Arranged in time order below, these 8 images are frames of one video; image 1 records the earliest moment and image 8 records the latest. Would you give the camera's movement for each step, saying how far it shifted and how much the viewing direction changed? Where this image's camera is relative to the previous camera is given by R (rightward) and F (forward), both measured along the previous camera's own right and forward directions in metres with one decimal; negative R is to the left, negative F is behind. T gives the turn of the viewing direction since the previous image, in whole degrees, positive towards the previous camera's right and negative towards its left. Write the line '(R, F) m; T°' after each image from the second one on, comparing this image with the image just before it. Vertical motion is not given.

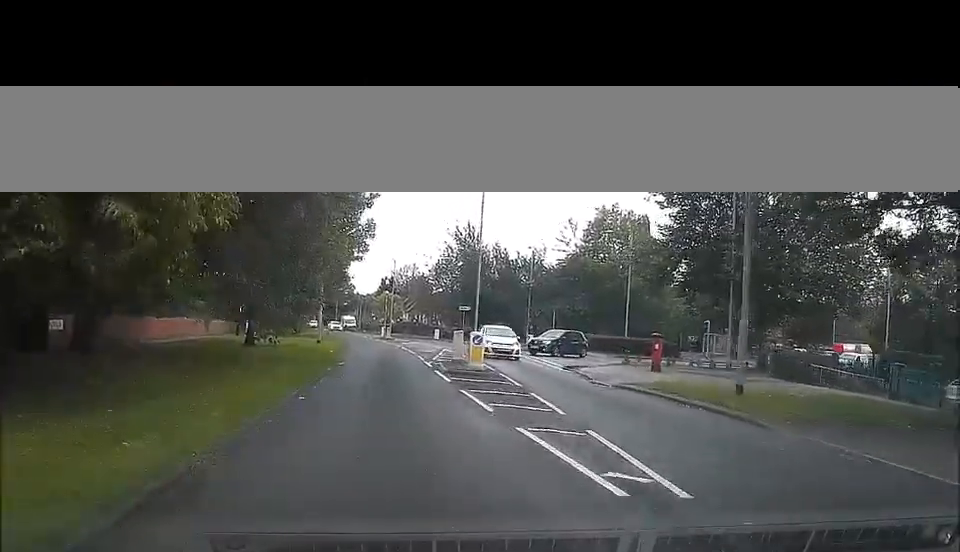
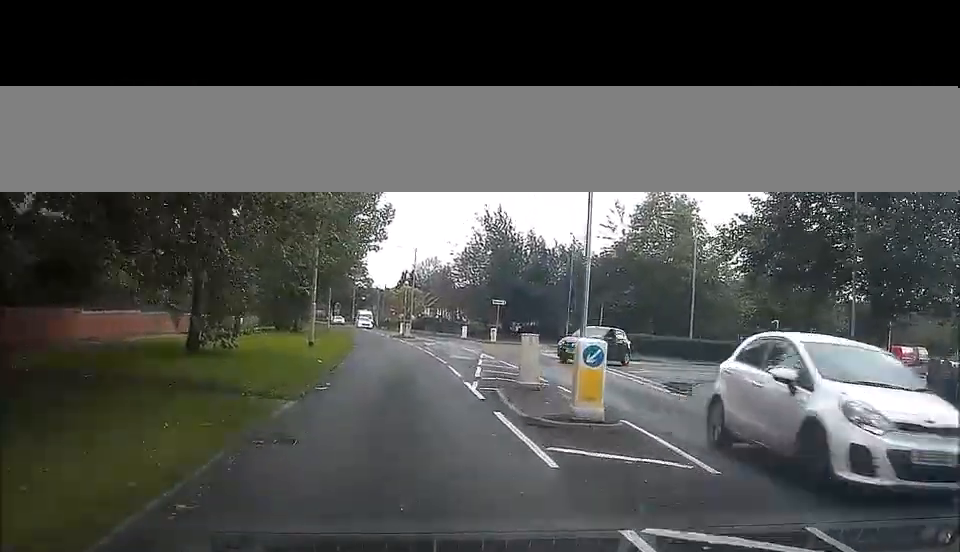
(-0.1, +10.7) m; 0°
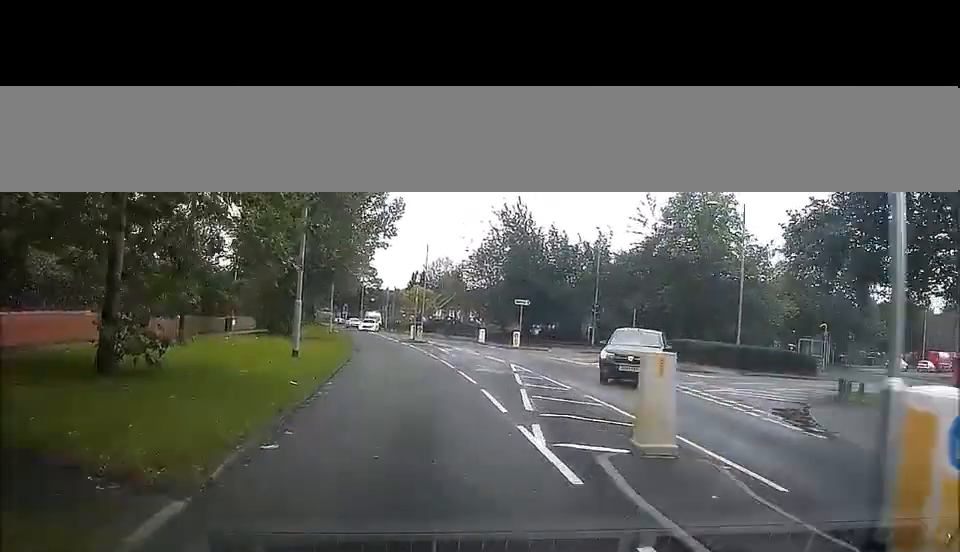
(0.0, +6.6) m; -1°
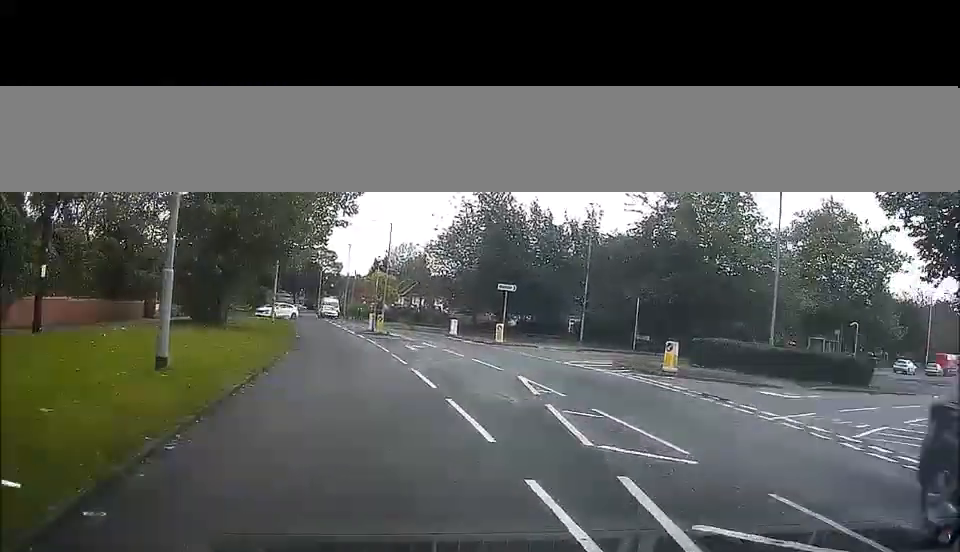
(-0.3, +9.9) m; -2°
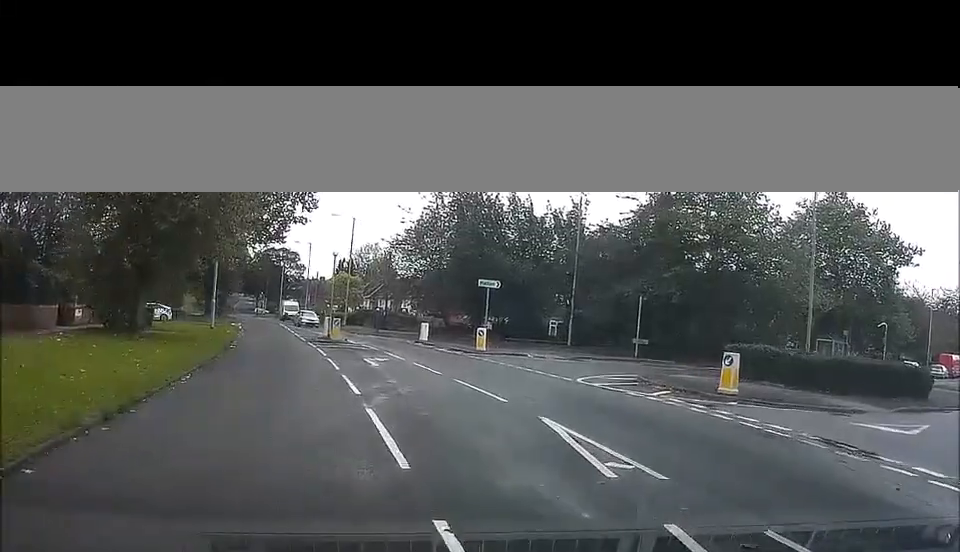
(+0.2, +7.5) m; +3°
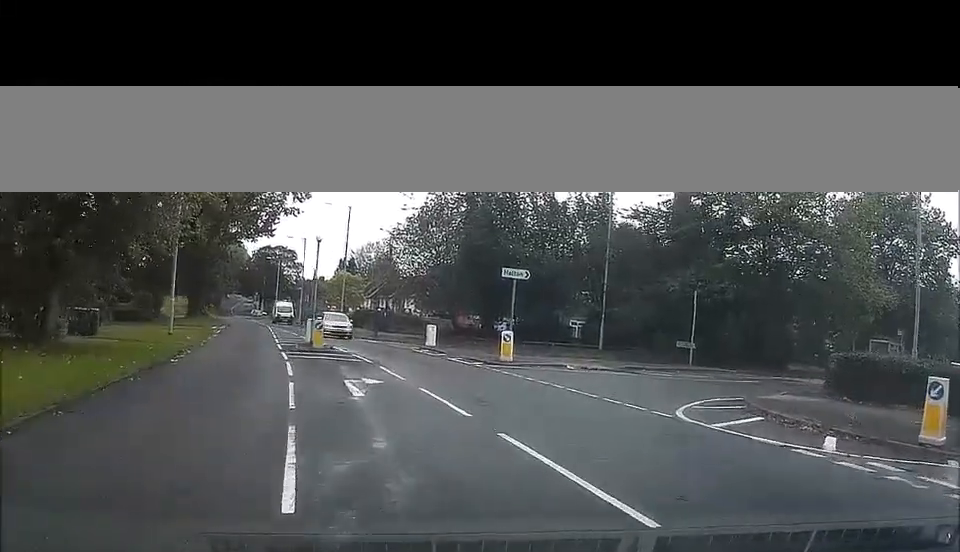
(+0.2, +7.8) m; +2°
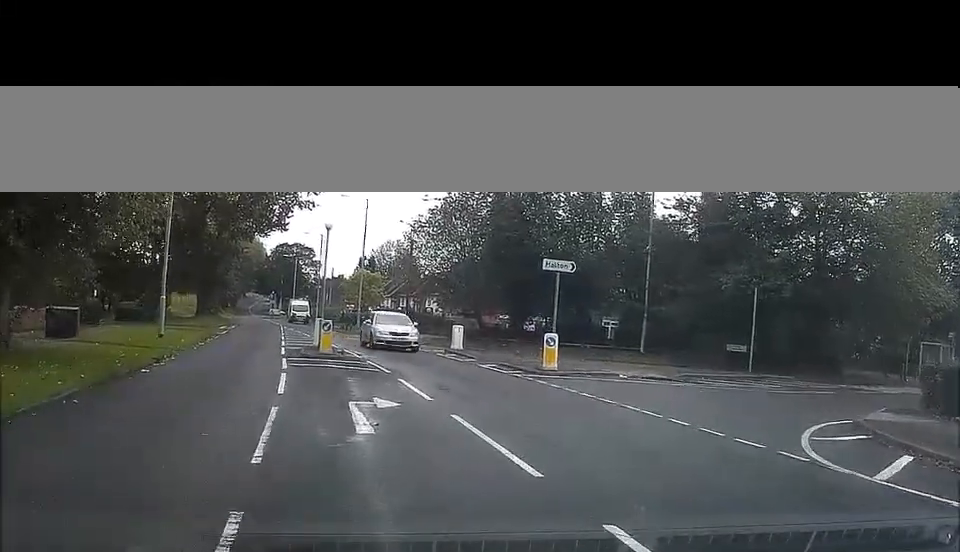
(0.0, +4.3) m; 0°
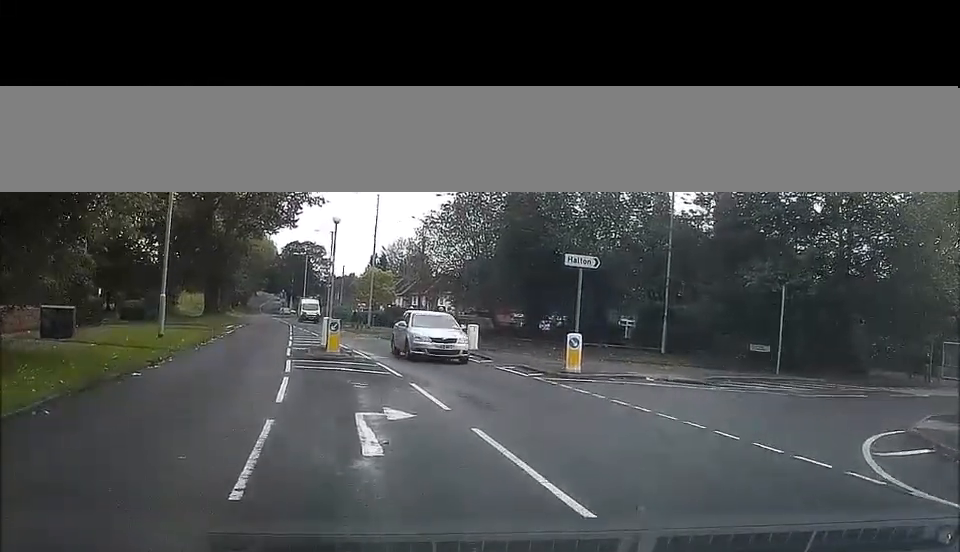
(0.0, +1.8) m; 0°
